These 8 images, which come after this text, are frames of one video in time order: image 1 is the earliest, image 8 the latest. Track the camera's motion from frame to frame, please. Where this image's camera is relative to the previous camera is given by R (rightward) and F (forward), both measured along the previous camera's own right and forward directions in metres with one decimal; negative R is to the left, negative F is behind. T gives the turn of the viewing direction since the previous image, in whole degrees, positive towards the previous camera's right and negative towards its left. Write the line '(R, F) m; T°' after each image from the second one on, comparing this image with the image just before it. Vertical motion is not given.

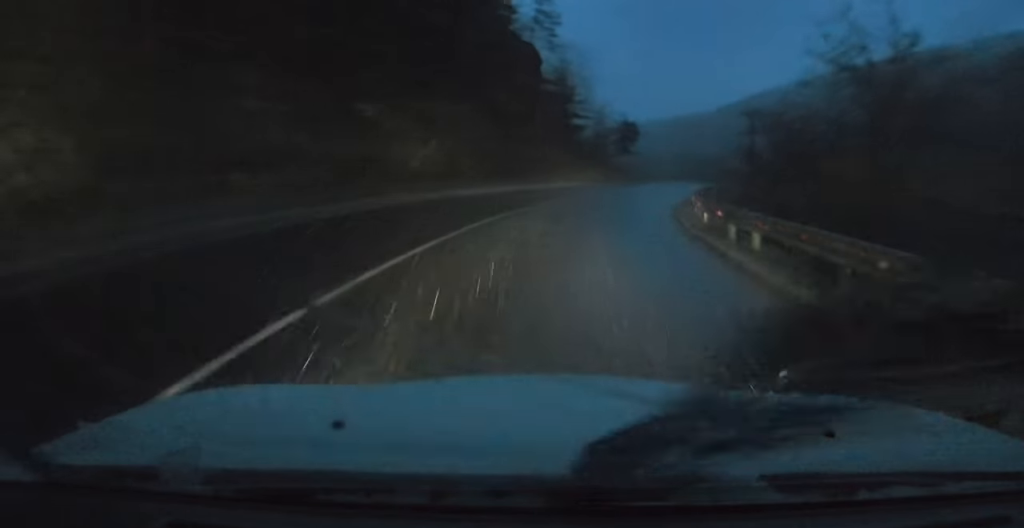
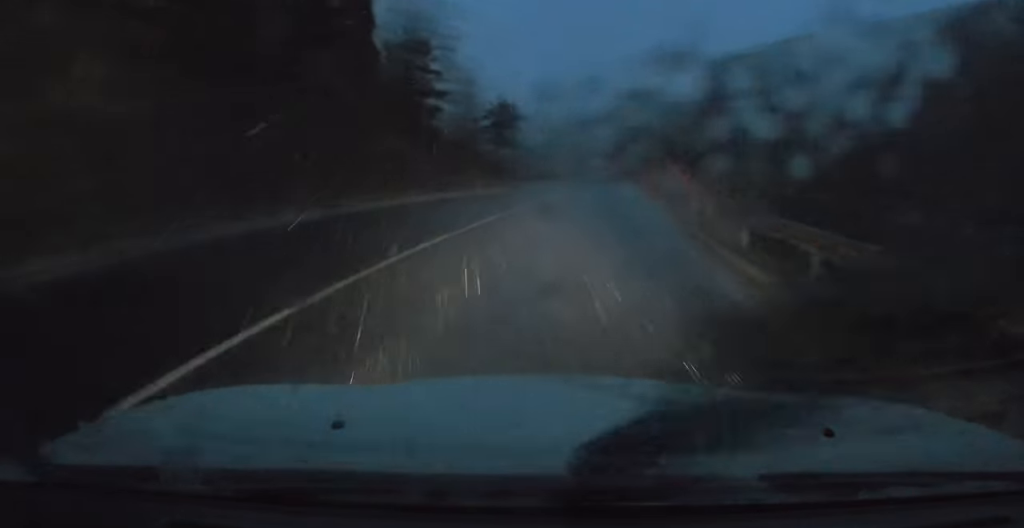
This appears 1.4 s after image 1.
(+2.1, +19.3) m; +9°
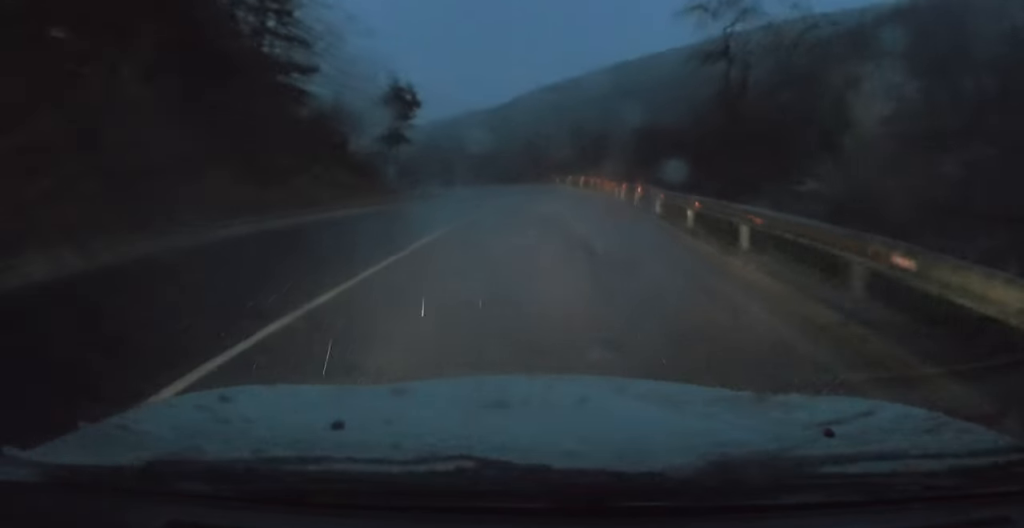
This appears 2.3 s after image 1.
(+0.4, +12.6) m; 0°
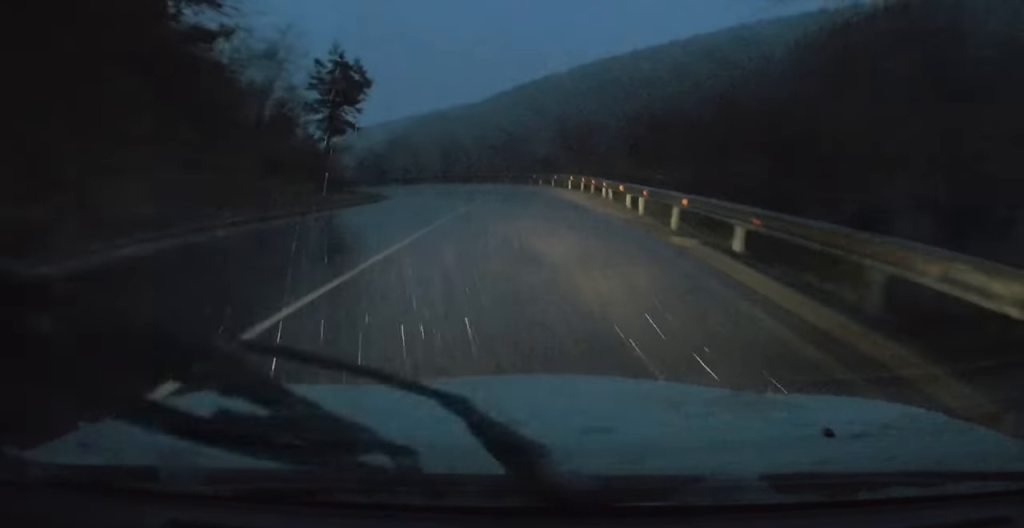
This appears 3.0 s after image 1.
(0.0, +7.5) m; -2°
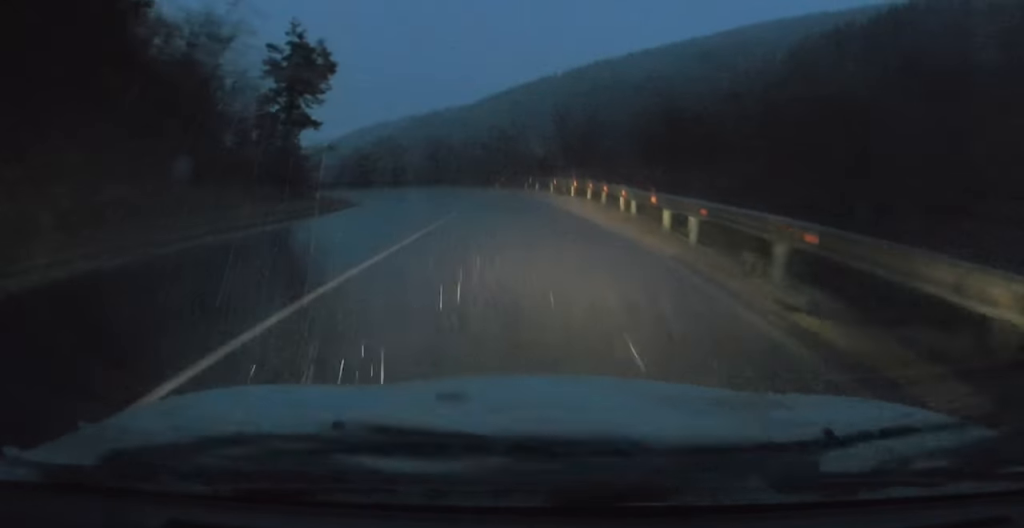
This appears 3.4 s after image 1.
(-0.2, +5.1) m; -3°
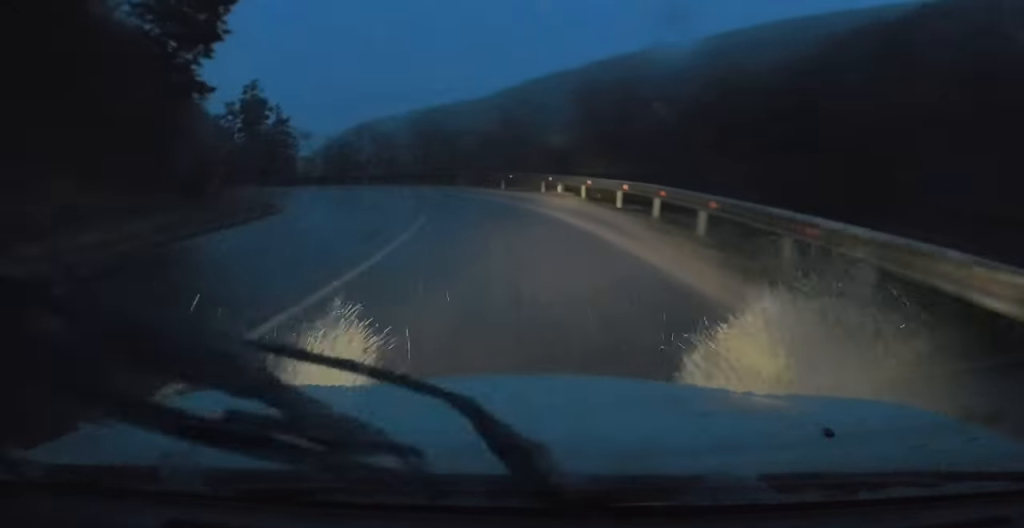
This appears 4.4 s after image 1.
(-0.6, +10.1) m; -9°
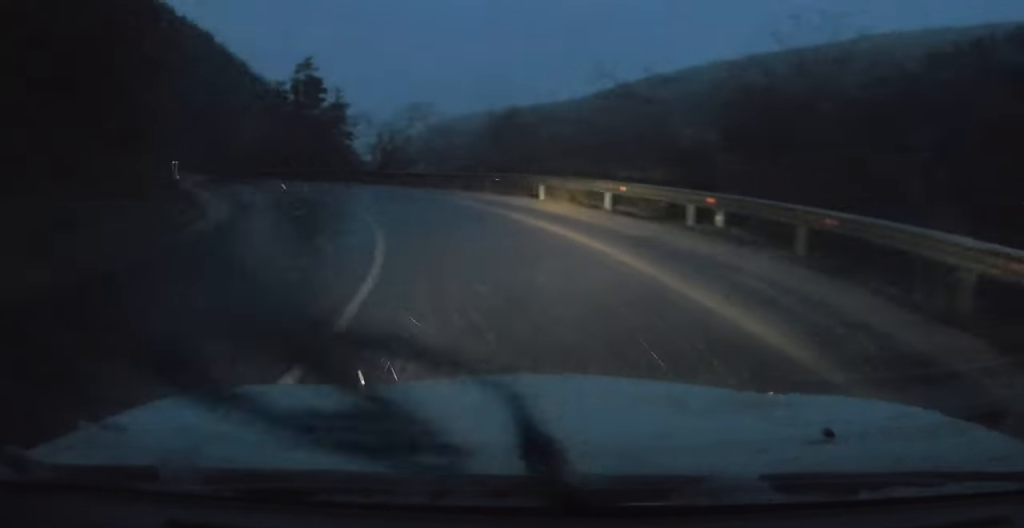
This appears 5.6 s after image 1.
(-1.7, +12.3) m; -16°
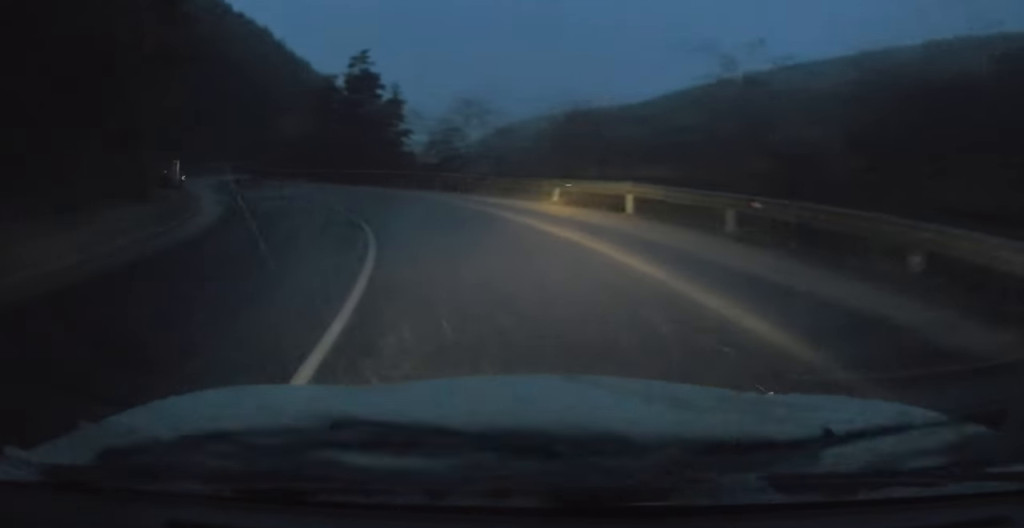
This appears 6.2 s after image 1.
(-0.2, +5.5) m; -7°
